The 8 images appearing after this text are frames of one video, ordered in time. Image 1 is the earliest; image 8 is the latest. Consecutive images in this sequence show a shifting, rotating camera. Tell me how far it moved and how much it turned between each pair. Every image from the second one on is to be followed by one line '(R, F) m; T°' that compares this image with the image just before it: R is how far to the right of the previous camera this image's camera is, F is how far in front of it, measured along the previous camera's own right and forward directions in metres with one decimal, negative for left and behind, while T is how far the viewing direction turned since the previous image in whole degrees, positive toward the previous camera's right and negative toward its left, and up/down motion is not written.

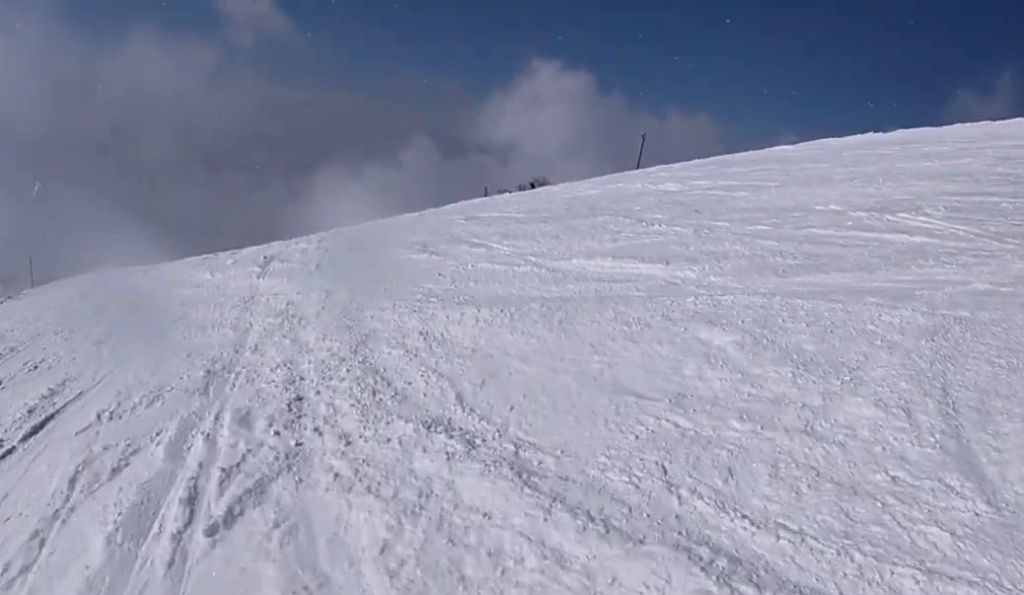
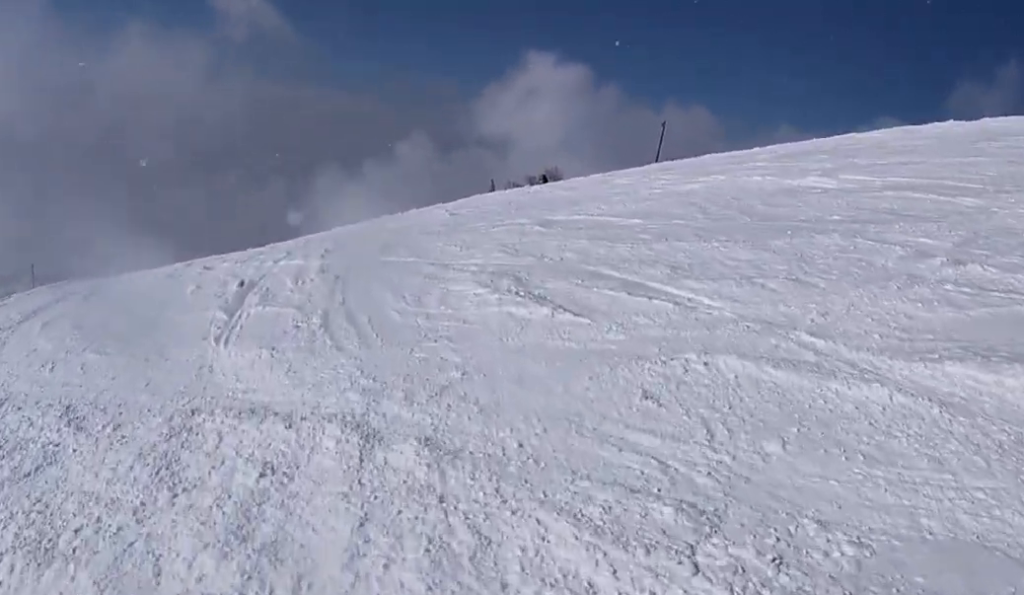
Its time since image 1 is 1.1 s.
(-0.5, +5.8) m; -6°
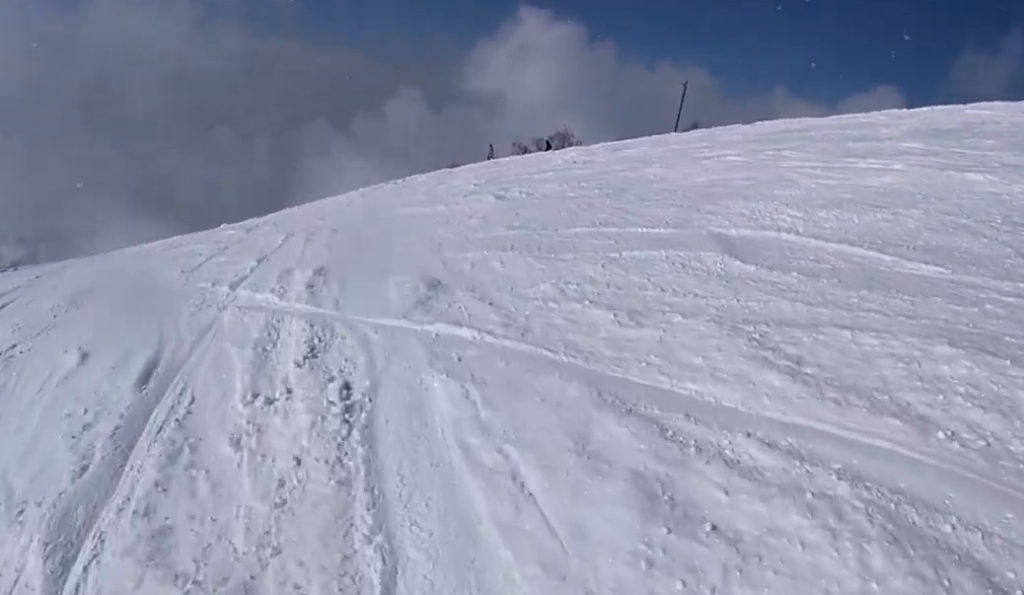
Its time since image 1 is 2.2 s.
(+0.2, +5.8) m; +8°
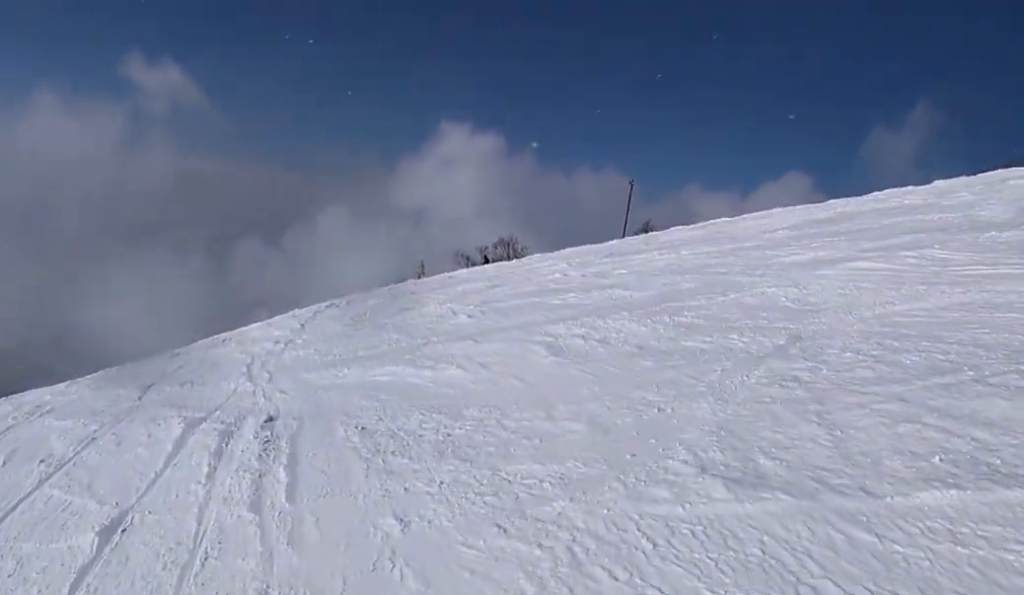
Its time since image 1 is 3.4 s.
(+0.1, +5.9) m; +1°
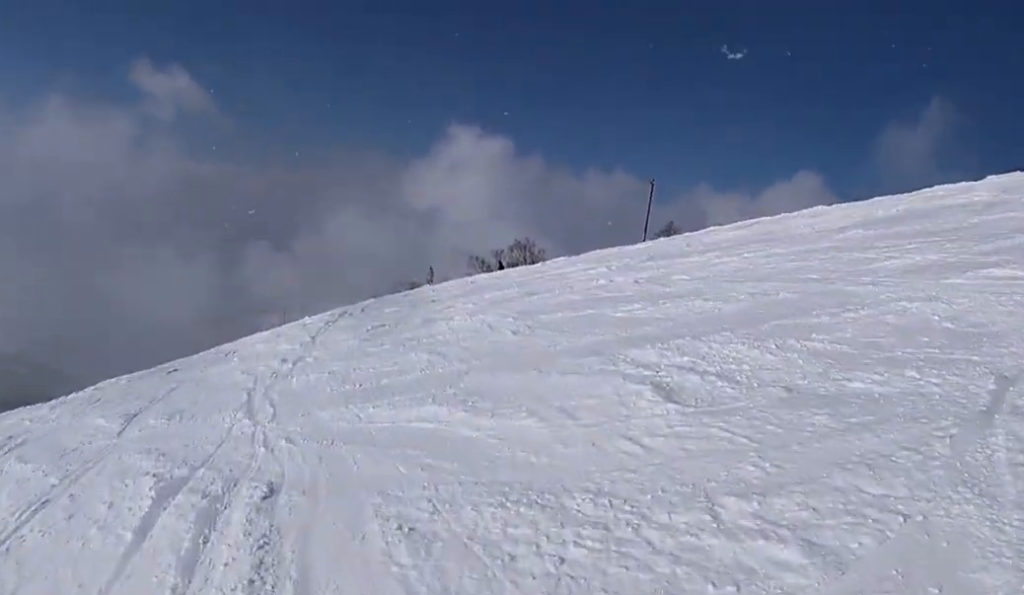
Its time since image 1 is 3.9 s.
(-0.6, +2.2) m; +1°
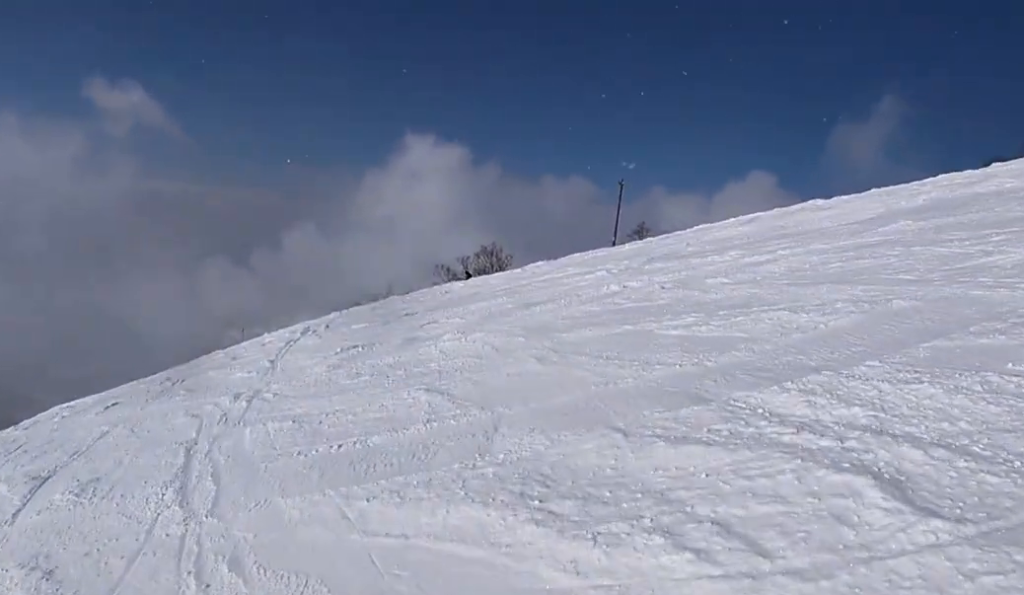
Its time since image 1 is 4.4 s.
(+0.8, +2.5) m; +9°
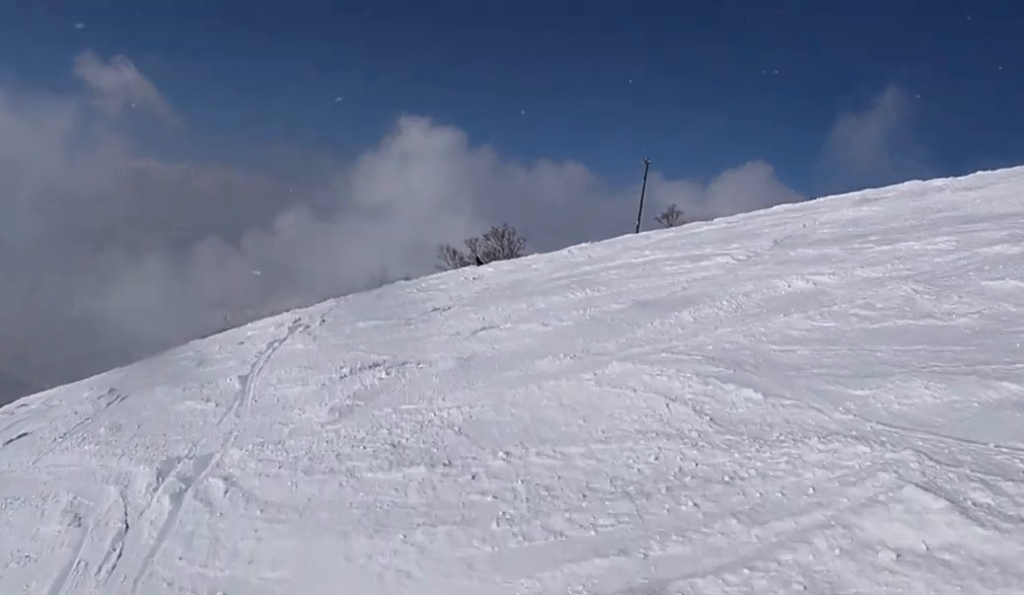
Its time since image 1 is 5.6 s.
(+0.7, +5.2) m; -4°
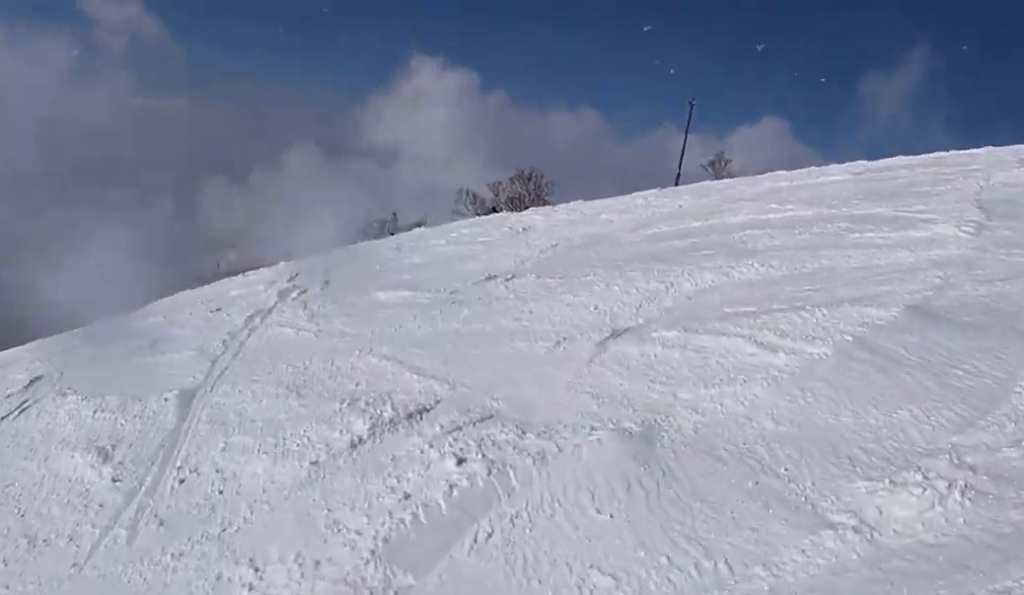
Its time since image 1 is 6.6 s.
(-0.9, +4.3) m; -8°
